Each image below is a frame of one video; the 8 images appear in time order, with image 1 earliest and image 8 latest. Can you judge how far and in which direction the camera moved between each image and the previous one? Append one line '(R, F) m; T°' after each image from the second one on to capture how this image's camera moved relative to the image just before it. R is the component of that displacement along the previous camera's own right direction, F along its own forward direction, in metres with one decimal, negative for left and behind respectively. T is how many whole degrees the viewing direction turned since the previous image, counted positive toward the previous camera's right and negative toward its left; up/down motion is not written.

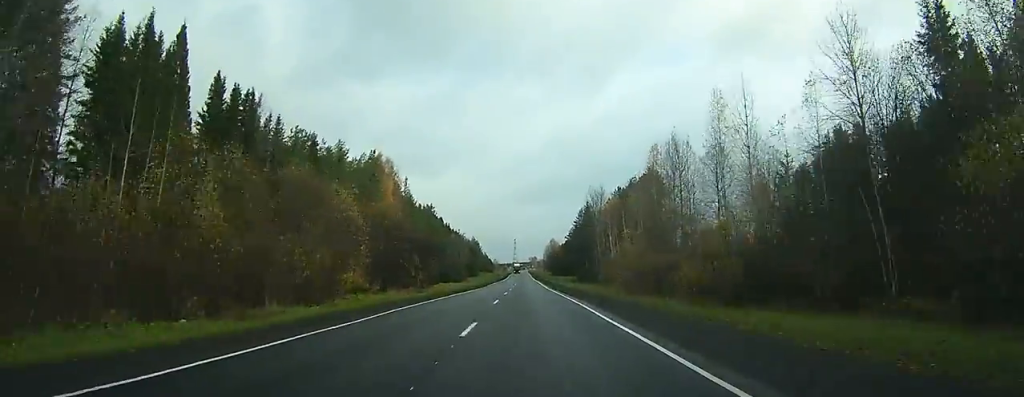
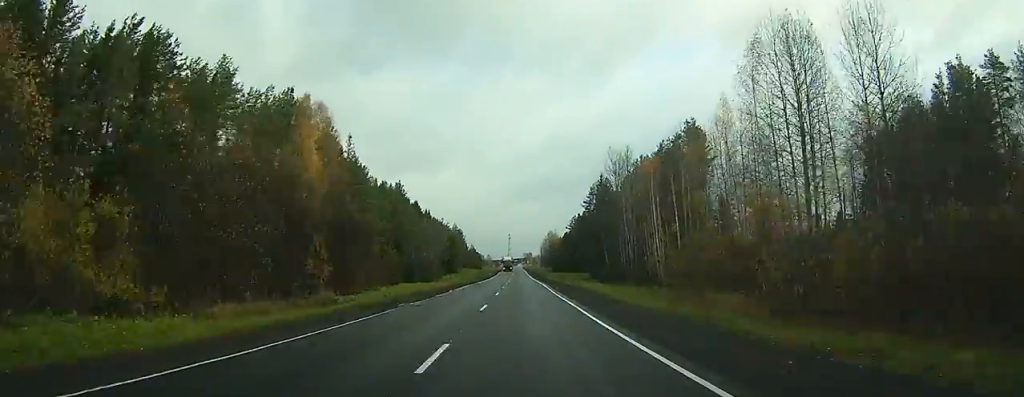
(+0.1, +40.4) m; 0°
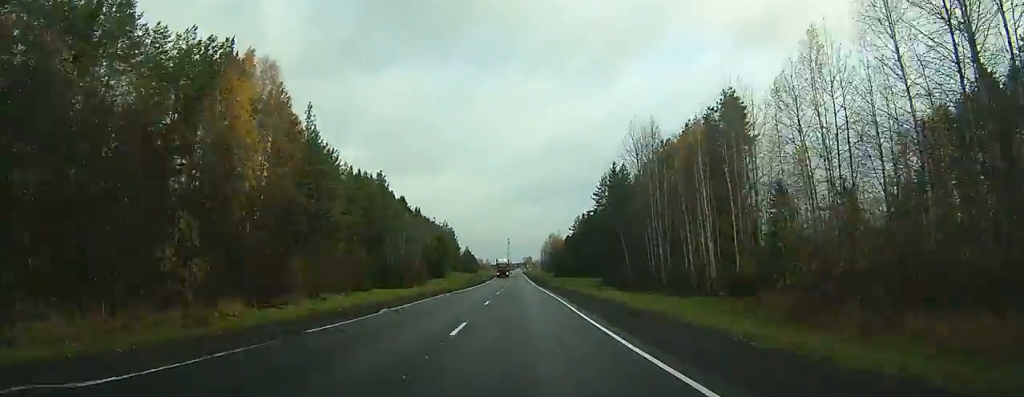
(+0.1, +19.5) m; 0°
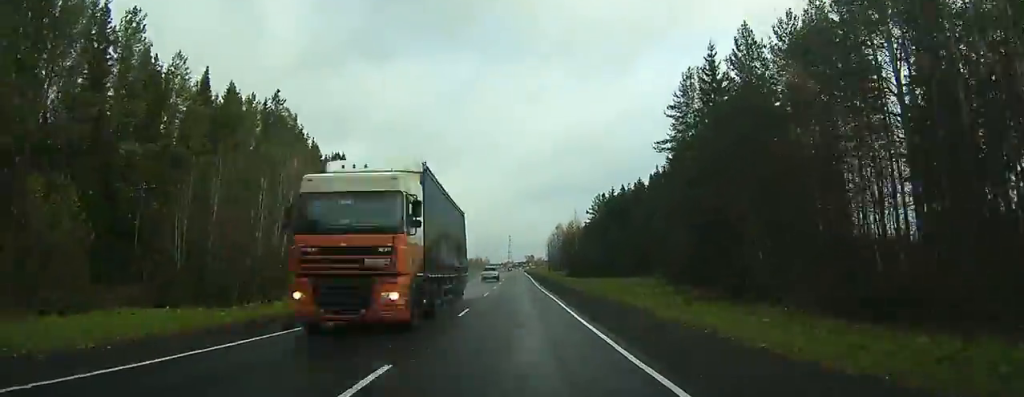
(-0.2, +56.0) m; 0°
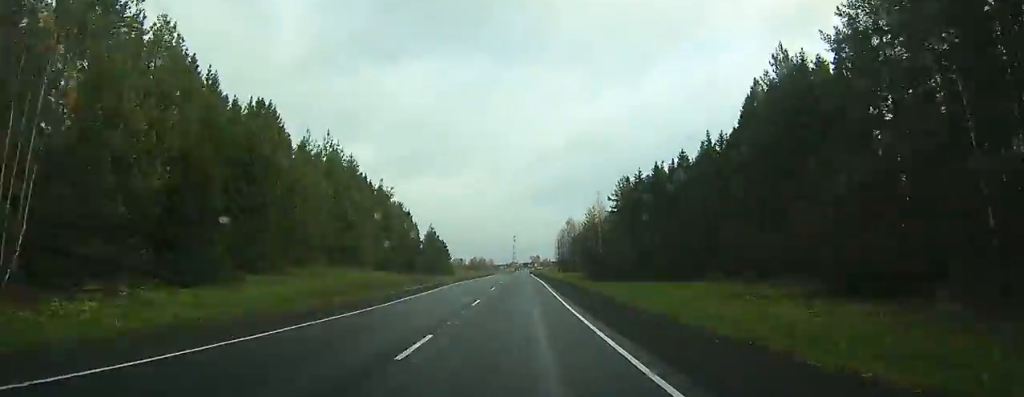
(+0.1, +33.3) m; 0°
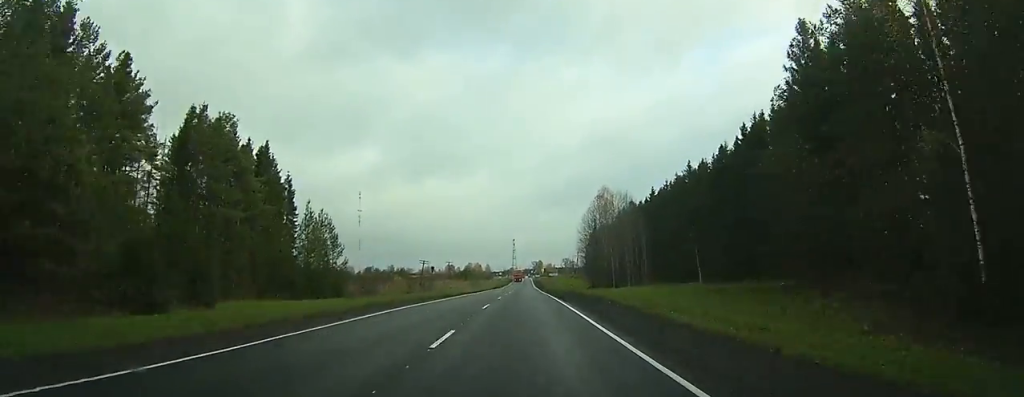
(-0.1, +96.9) m; 0°
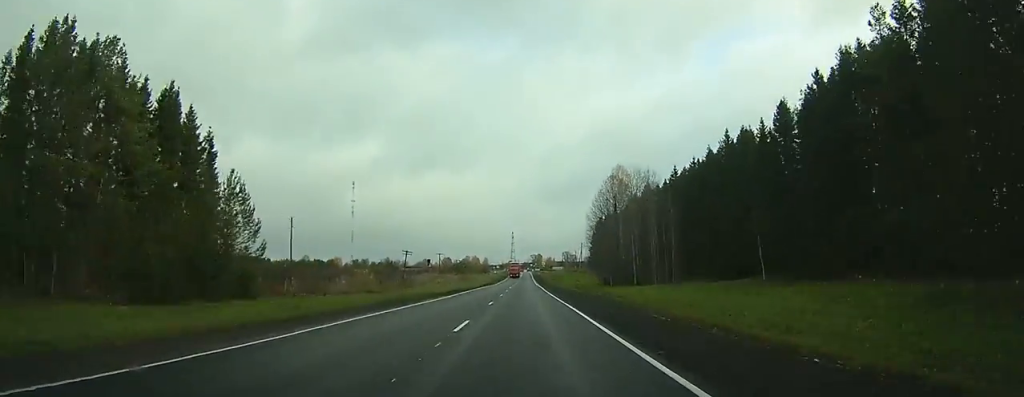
(0.0, +21.5) m; 0°
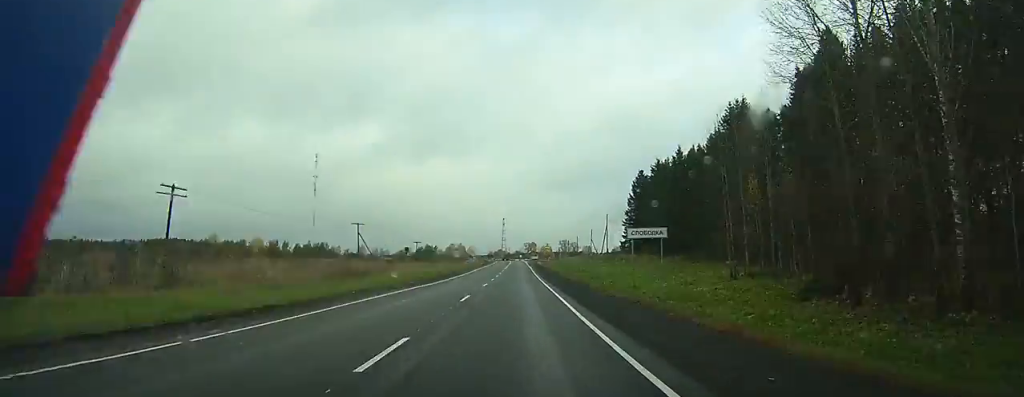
(-0.6, +90.9) m; -1°
